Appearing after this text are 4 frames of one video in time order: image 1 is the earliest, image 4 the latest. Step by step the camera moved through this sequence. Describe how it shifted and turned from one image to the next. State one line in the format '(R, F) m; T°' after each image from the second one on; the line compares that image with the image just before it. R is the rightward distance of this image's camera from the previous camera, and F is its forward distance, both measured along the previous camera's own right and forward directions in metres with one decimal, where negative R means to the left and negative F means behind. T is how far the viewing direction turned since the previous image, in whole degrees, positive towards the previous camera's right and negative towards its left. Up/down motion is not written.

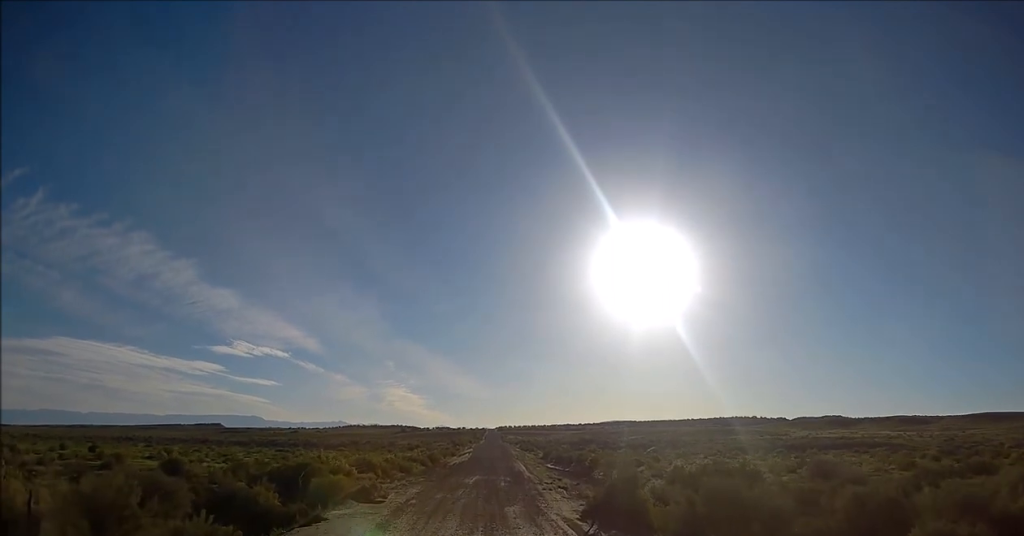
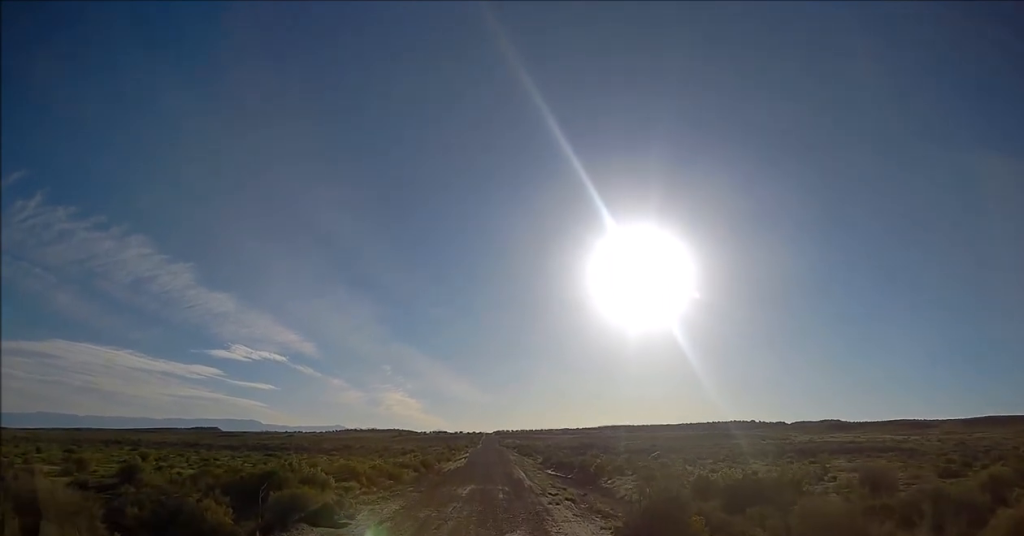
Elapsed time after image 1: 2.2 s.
(-0.2, +4.8) m; +1°
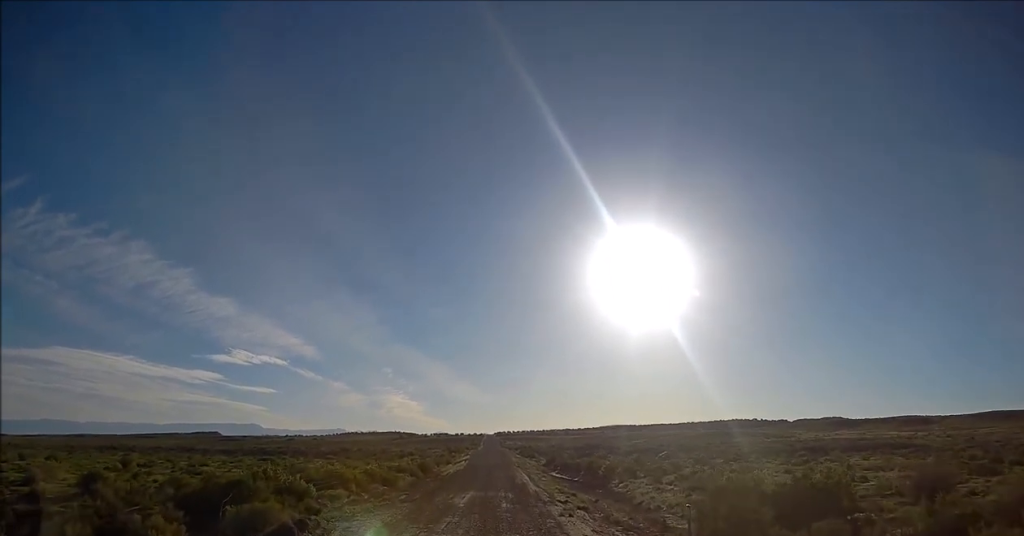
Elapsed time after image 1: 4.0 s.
(+0.2, +4.2) m; 0°
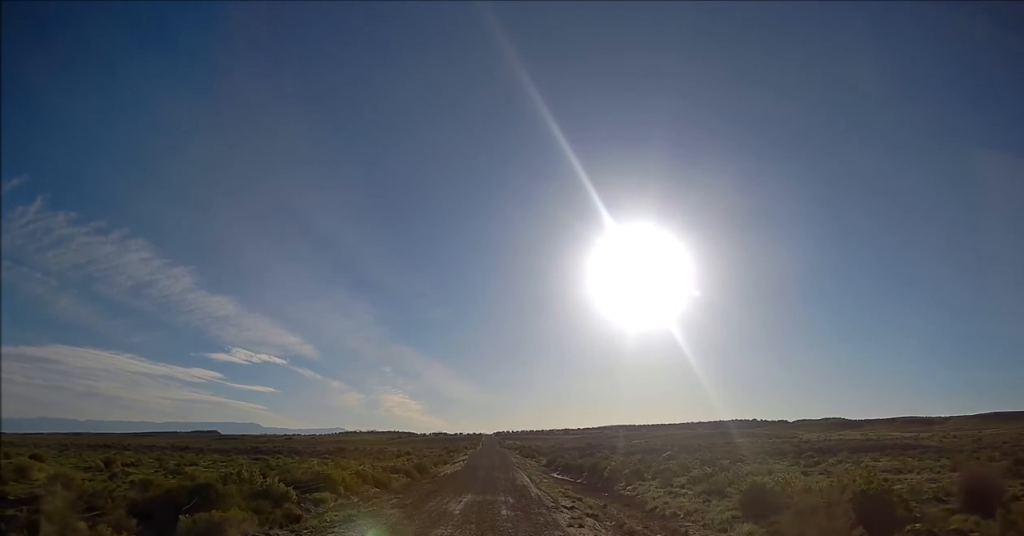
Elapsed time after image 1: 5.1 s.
(-0.1, +2.9) m; -1°
